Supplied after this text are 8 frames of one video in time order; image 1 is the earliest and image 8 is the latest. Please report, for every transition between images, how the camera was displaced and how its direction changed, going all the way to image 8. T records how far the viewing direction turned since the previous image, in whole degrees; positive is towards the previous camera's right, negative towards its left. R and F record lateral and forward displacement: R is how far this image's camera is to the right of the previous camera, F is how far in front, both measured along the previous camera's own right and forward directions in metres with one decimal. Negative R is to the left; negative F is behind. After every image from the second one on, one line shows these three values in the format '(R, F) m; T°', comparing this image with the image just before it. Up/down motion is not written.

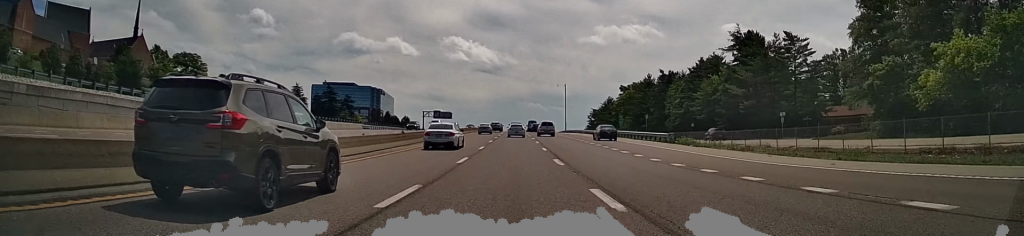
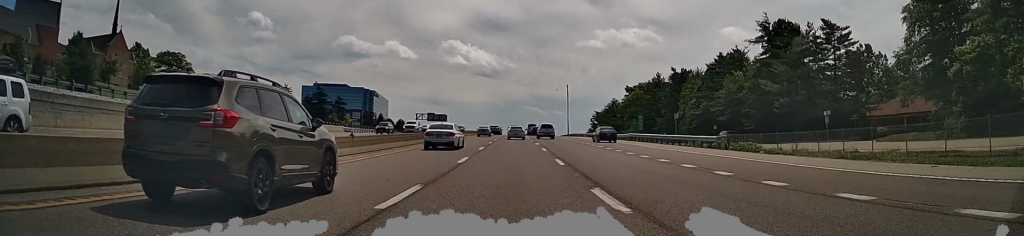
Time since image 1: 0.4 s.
(0.0, +12.8) m; 0°
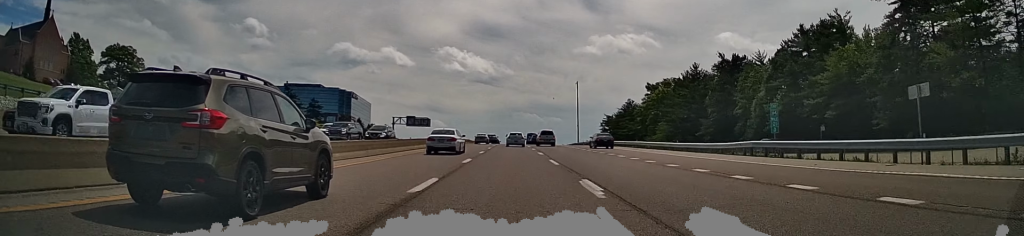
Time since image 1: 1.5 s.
(+0.1, +35.7) m; 0°
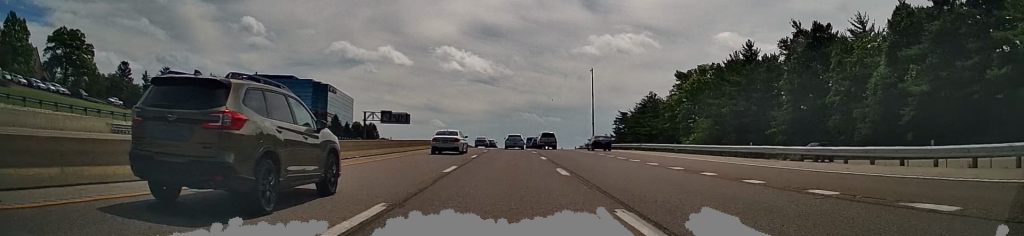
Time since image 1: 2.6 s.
(-0.1, +31.7) m; 0°
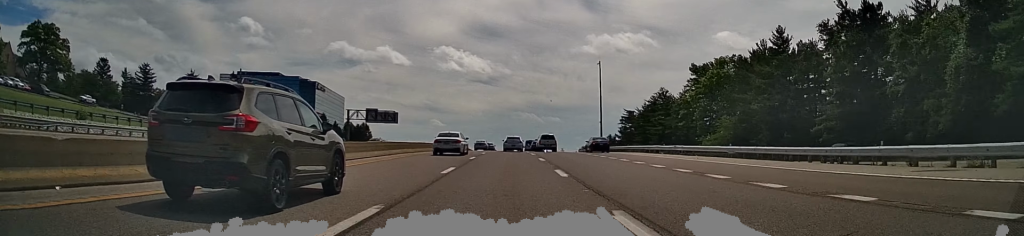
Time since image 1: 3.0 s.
(0.0, +13.0) m; 0°
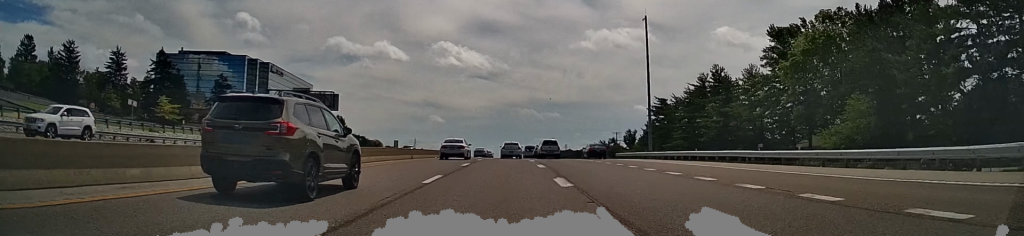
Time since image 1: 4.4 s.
(+0.3, +40.9) m; 0°
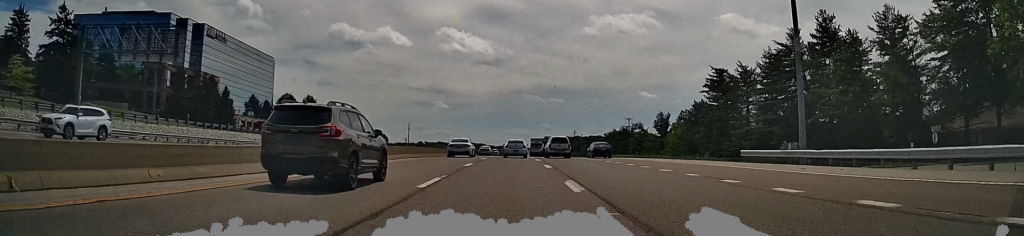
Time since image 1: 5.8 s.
(-0.2, +38.9) m; 0°
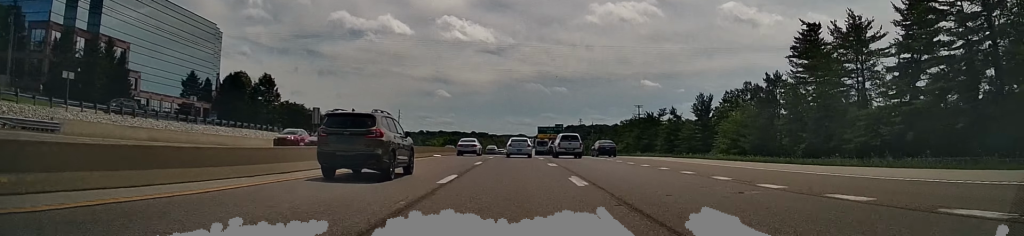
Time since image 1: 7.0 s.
(+0.3, +35.4) m; 0°
